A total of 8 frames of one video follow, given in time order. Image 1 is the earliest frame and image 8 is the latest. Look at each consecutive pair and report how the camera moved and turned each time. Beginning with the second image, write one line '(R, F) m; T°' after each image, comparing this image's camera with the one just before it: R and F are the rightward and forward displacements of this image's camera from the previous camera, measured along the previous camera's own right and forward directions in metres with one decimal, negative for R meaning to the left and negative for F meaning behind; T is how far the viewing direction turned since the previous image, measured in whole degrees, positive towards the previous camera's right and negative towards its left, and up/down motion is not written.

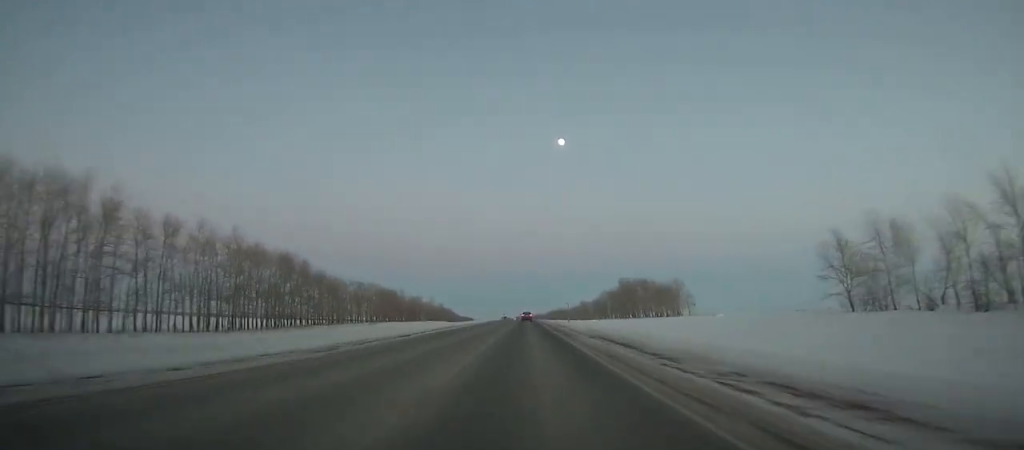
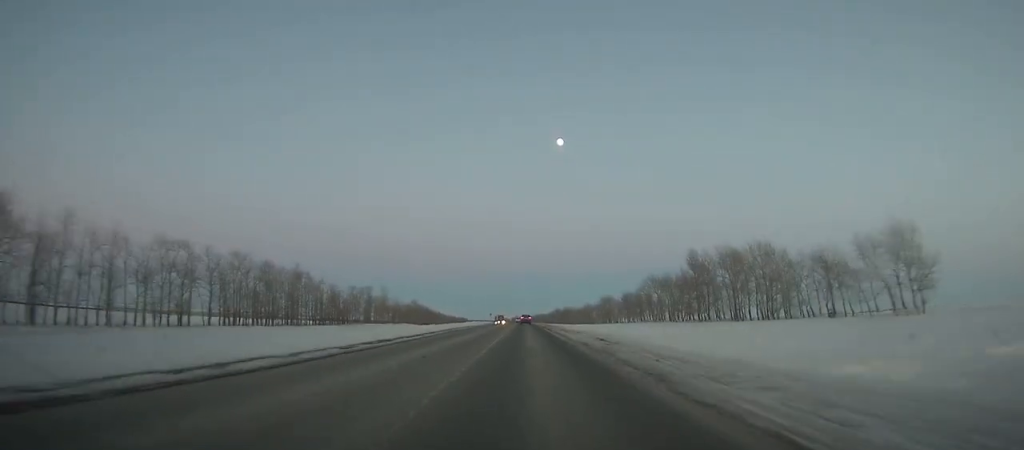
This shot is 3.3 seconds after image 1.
(+0.2, +98.9) m; 0°
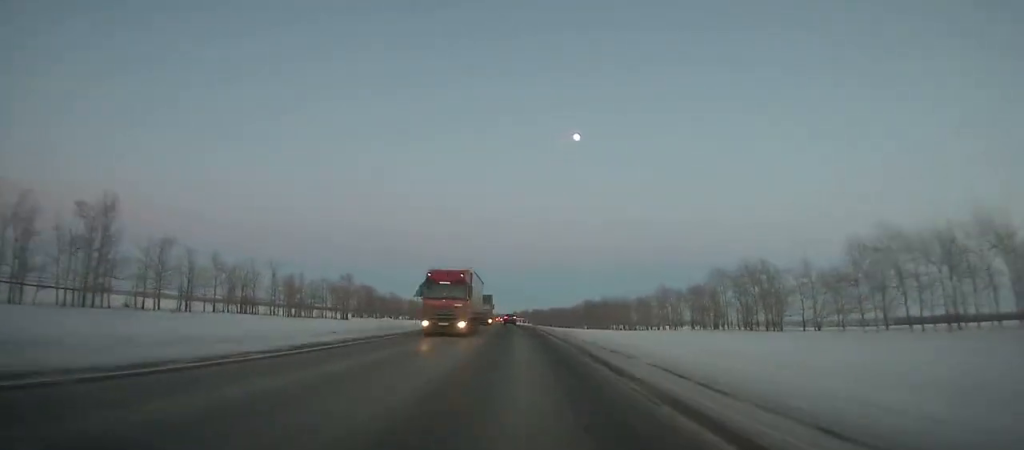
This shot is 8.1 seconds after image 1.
(-0.5, +145.0) m; -1°
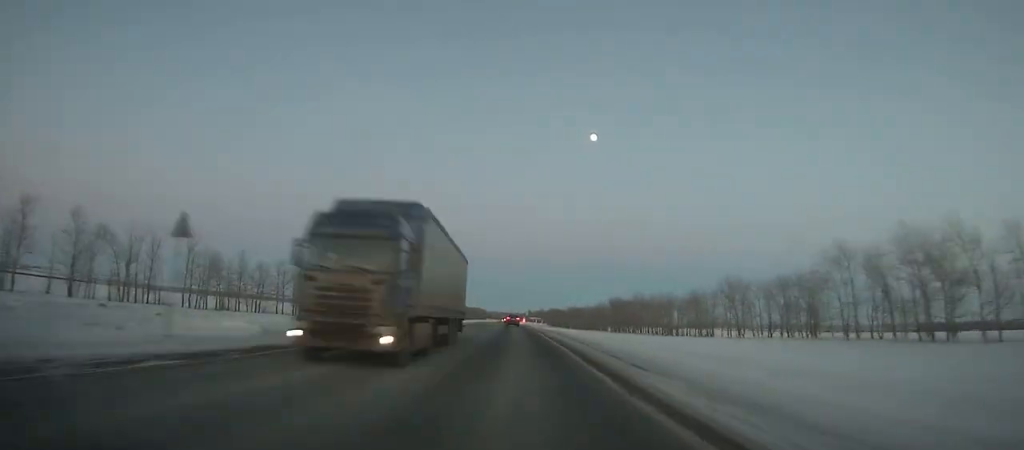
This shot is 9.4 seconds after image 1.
(-0.3, +39.0) m; -1°
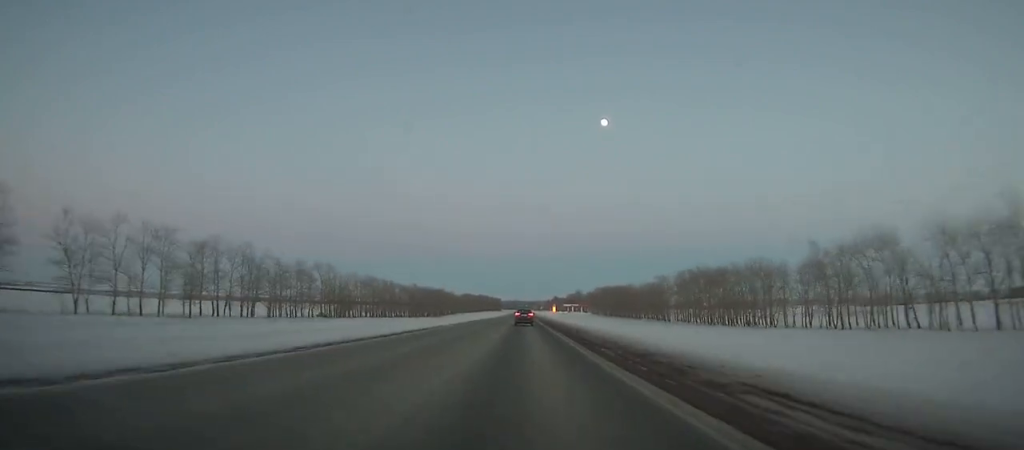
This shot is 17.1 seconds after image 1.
(-7.0, +224.4) m; -2°
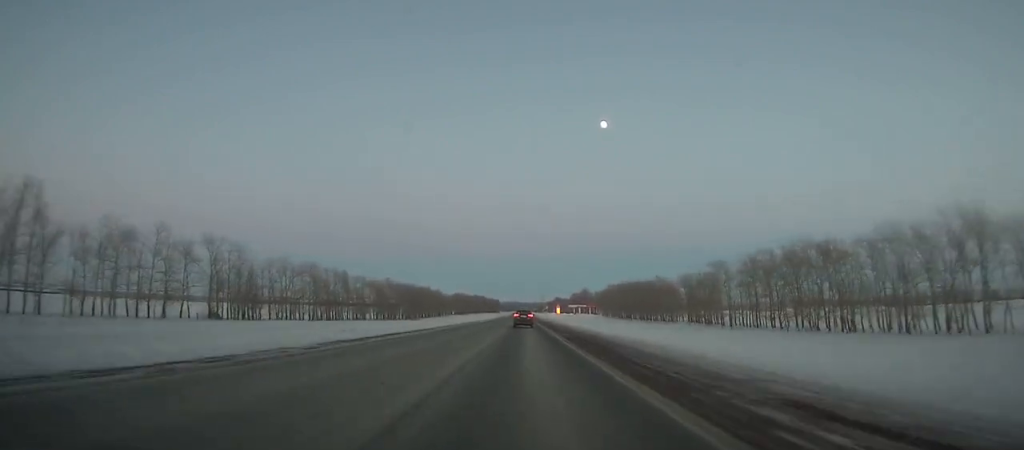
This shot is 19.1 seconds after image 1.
(+0.2, +55.5) m; 0°
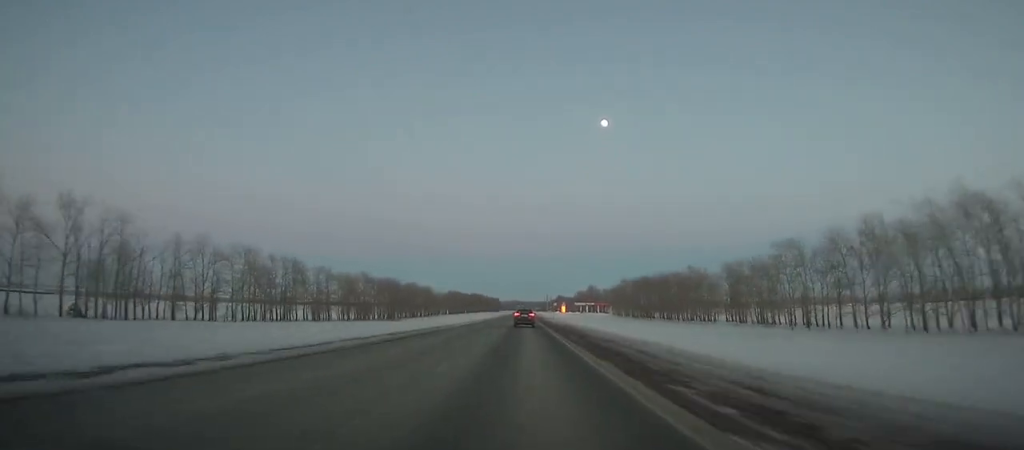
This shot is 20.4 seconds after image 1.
(0.0, +35.1) m; 0°
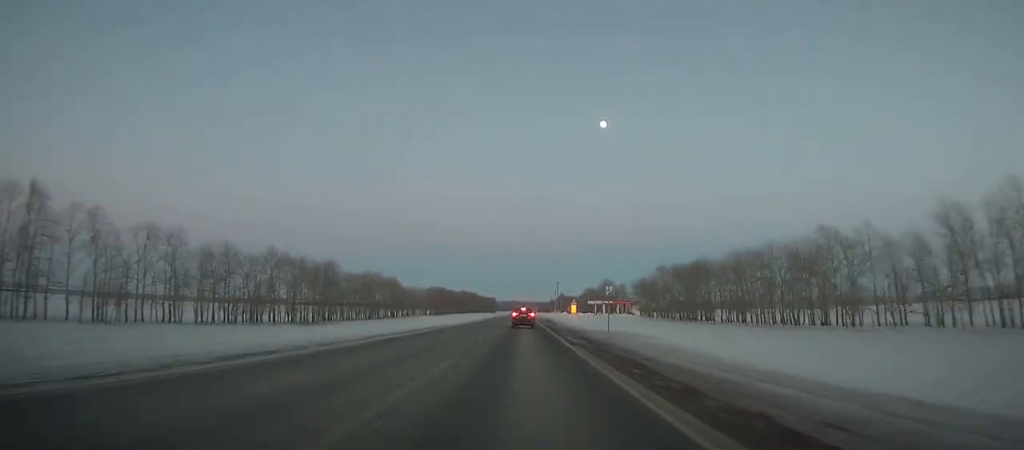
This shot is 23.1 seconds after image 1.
(-0.1, +71.0) m; 0°
